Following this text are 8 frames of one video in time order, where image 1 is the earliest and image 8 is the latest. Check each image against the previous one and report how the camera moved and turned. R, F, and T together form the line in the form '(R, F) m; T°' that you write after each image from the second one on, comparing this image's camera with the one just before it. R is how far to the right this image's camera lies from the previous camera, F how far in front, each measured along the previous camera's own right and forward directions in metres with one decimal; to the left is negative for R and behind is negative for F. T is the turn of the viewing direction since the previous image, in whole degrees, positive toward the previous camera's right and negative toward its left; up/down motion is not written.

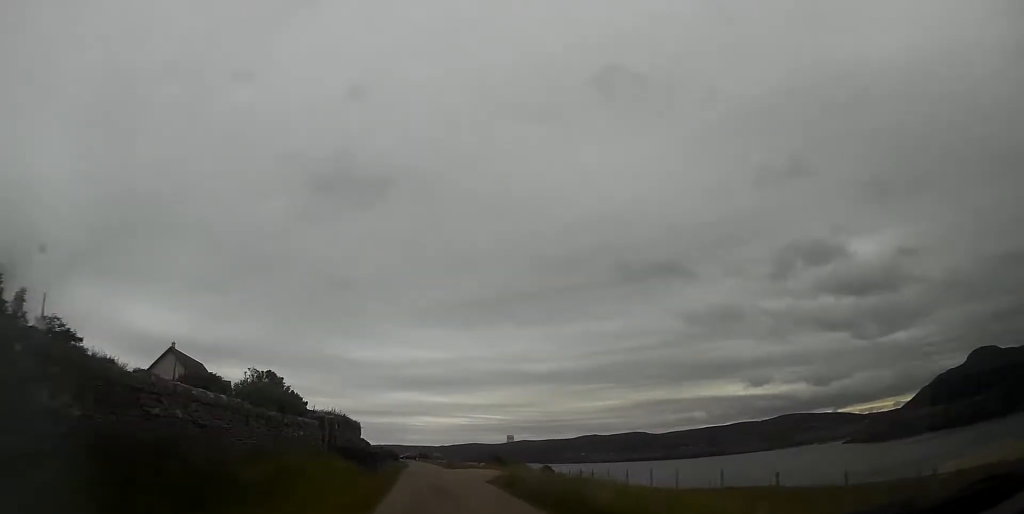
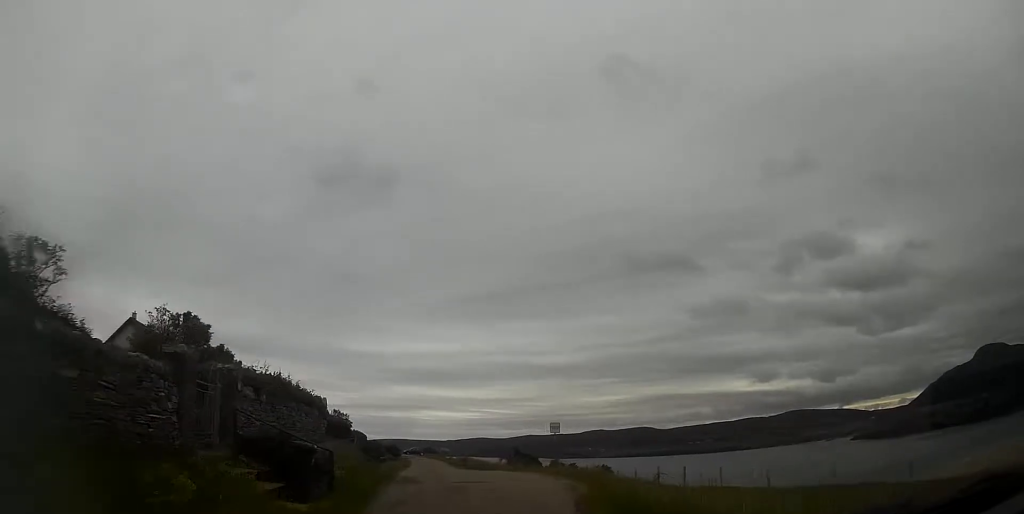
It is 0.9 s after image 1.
(0.0, +12.3) m; 0°
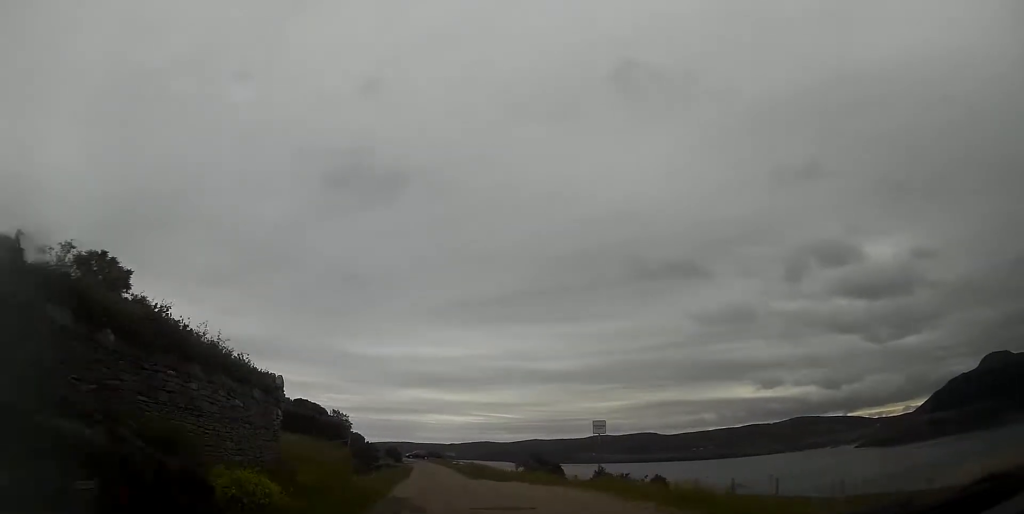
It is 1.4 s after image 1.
(0.0, +6.6) m; 0°
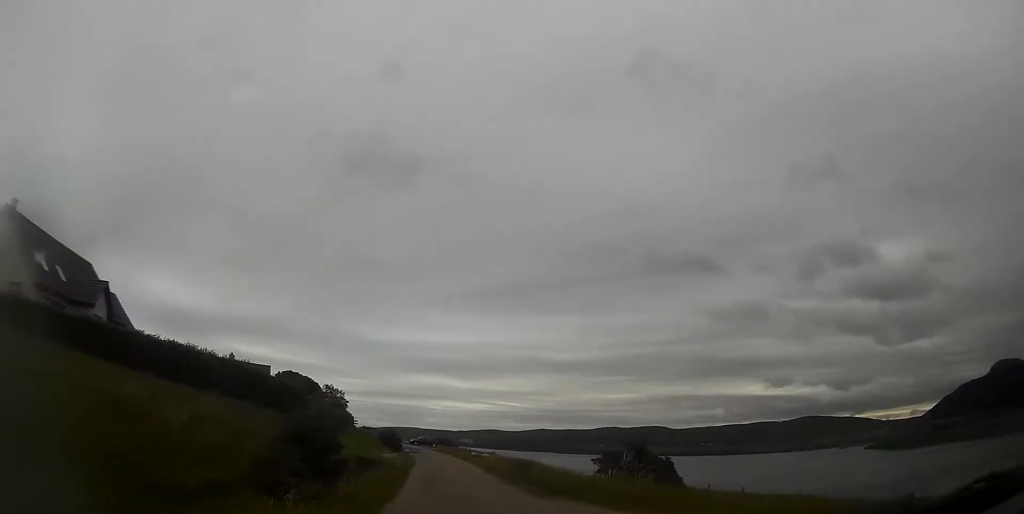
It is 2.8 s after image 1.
(0.0, +17.8) m; 0°
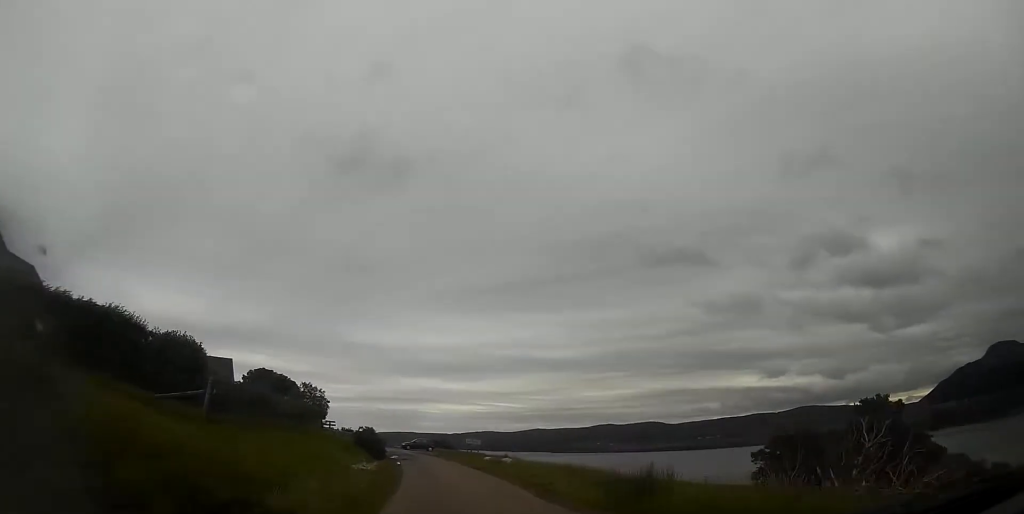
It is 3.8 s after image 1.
(0.0, +13.2) m; -1°
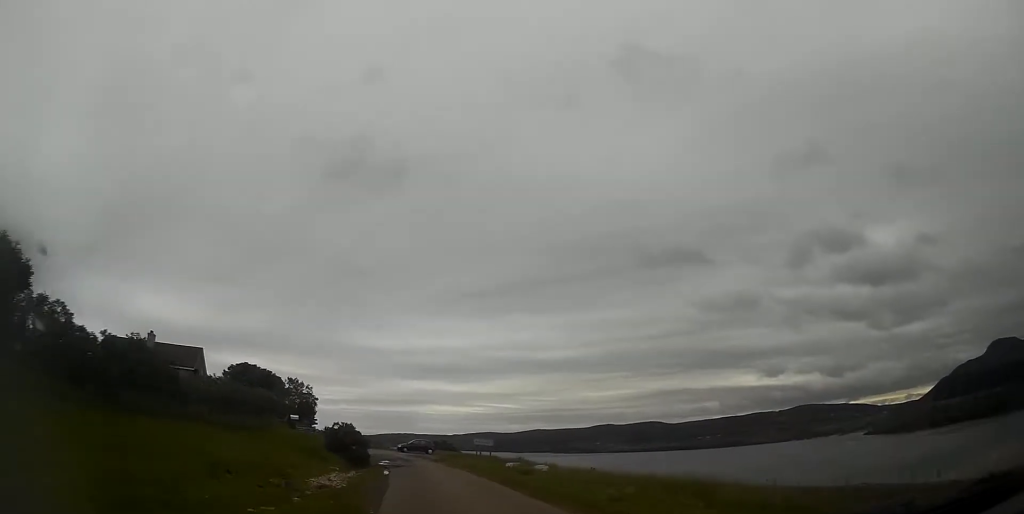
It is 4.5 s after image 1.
(+0.1, +8.9) m; -1°
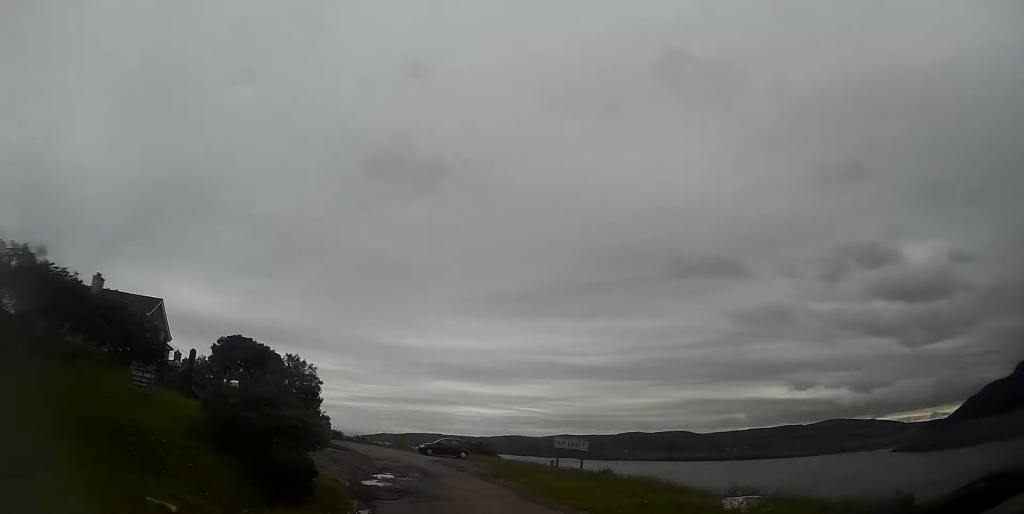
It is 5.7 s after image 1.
(-0.5, +15.8) m; -3°
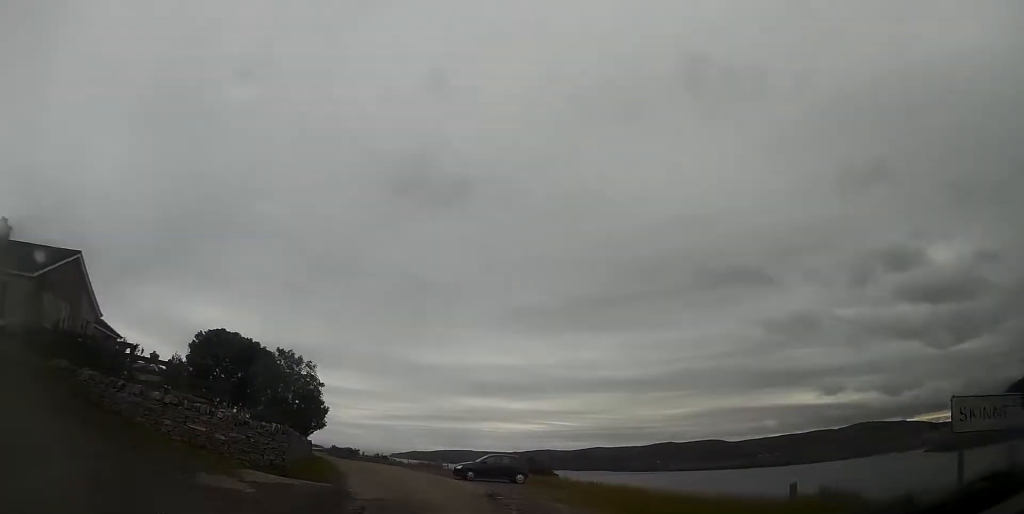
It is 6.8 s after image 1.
(-0.3, +15.0) m; -3°
